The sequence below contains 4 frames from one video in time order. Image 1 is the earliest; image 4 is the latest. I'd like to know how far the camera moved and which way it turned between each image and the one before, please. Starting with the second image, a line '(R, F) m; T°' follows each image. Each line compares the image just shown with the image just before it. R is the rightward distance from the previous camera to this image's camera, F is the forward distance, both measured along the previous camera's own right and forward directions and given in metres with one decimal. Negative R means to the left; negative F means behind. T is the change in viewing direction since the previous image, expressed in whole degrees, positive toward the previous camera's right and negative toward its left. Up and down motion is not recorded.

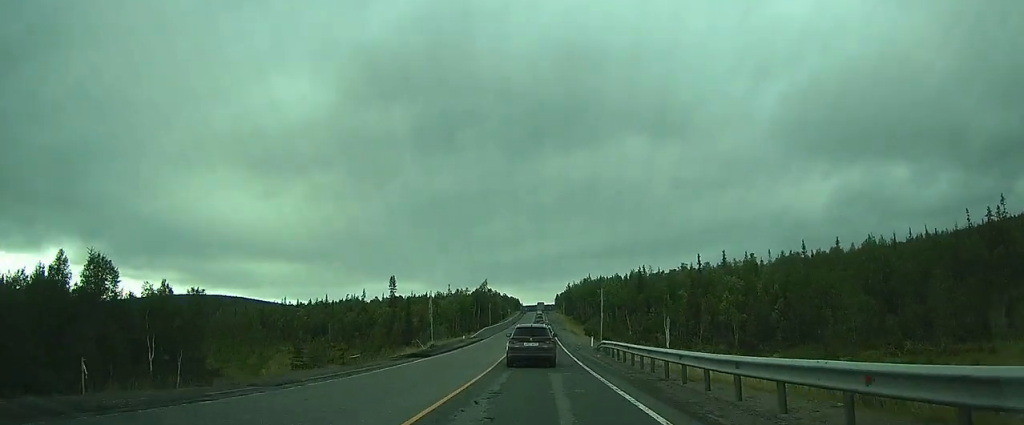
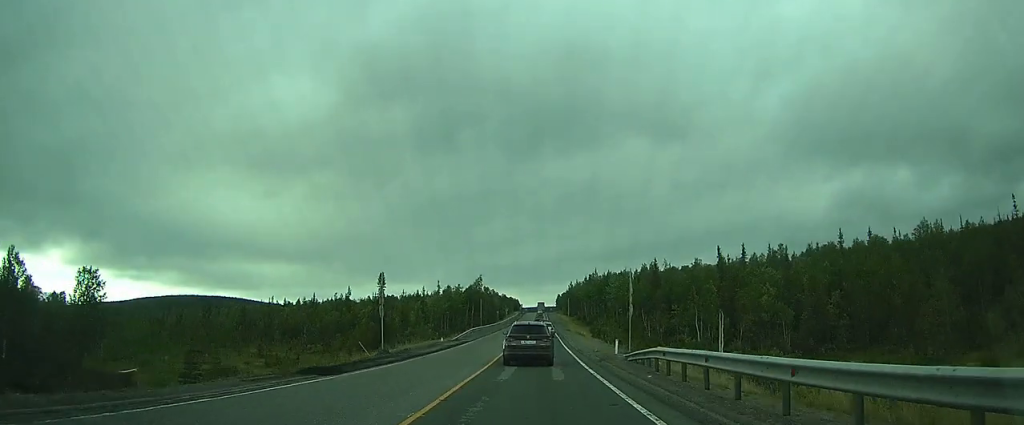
(0.0, +15.8) m; 0°
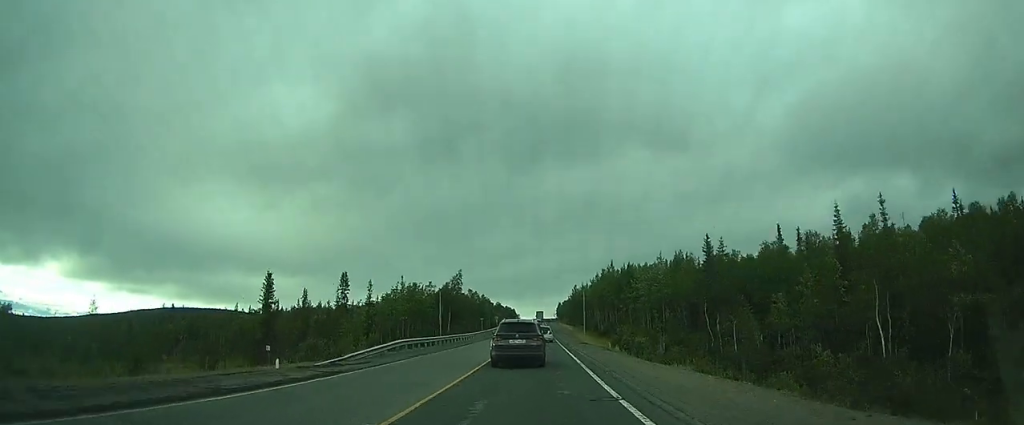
(+0.2, +34.0) m; +1°
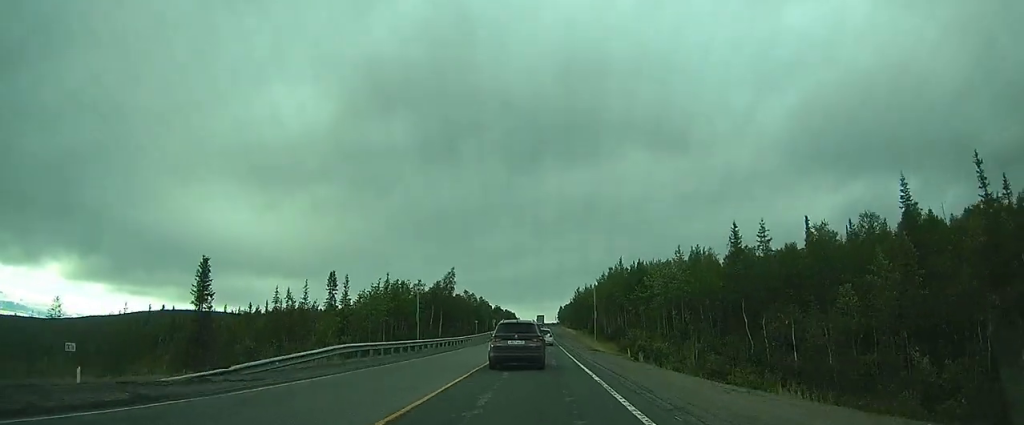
(0.0, +9.9) m; 0°
